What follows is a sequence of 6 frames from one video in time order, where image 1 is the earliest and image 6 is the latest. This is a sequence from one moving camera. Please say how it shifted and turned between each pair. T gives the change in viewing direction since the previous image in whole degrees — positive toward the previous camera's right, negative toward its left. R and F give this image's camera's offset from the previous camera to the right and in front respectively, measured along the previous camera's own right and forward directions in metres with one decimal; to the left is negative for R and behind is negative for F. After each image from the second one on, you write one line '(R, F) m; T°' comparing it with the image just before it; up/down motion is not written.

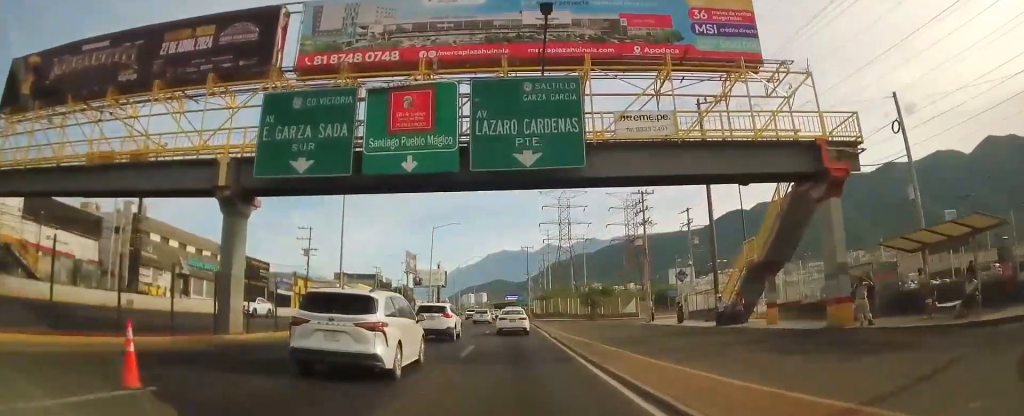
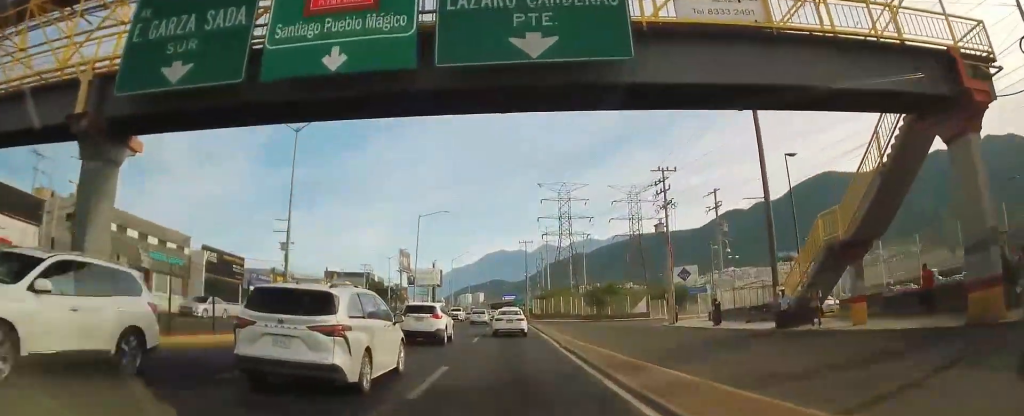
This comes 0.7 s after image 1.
(-0.2, +7.2) m; 0°
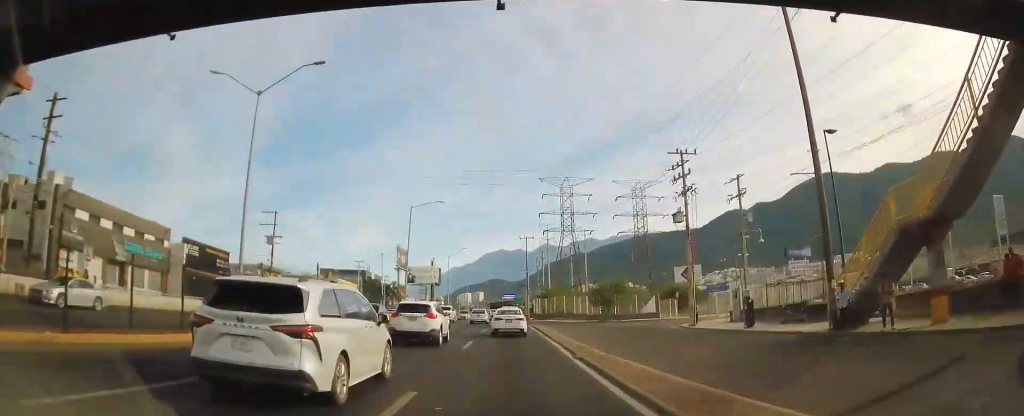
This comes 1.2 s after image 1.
(-0.2, +4.3) m; 0°
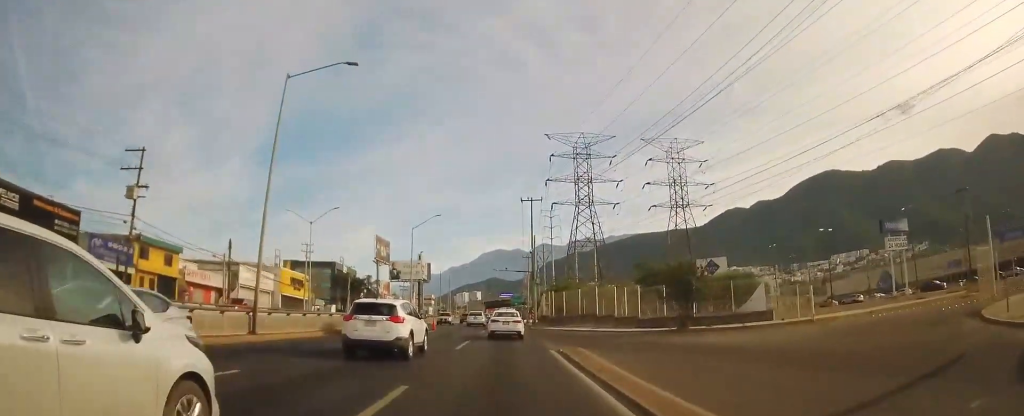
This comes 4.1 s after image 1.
(-0.5, +27.8) m; 0°
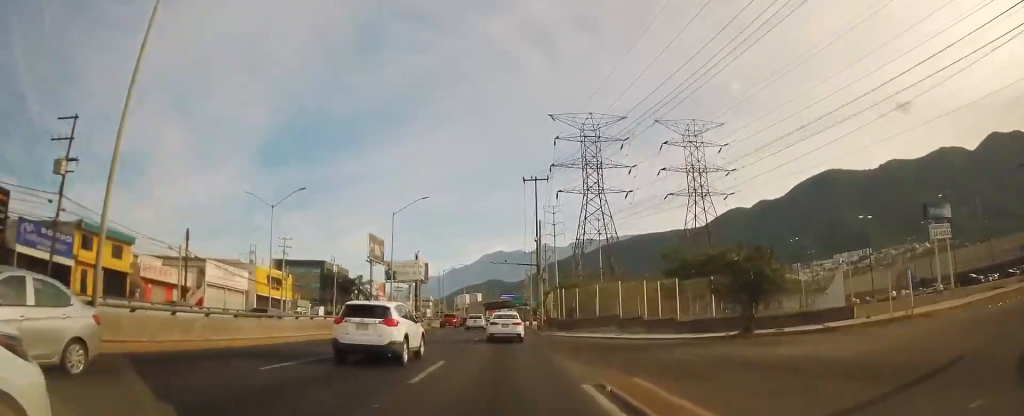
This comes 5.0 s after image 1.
(+0.4, +9.1) m; 0°
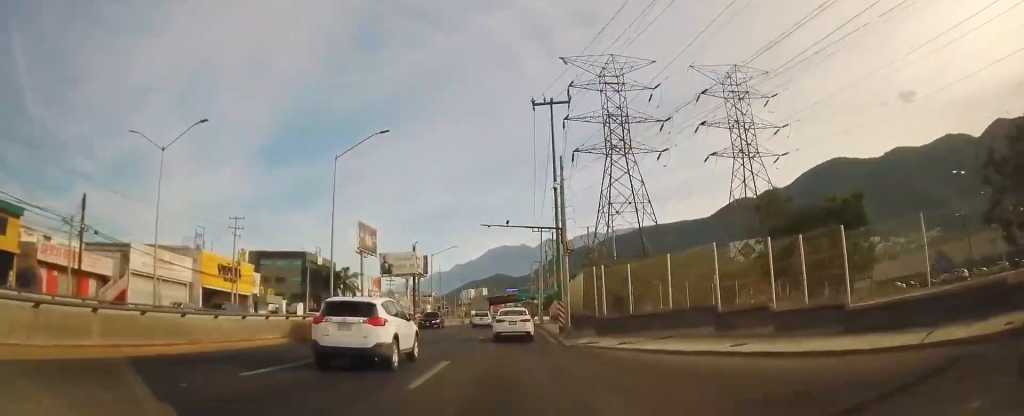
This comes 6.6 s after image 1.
(-0.2, +15.7) m; 0°
